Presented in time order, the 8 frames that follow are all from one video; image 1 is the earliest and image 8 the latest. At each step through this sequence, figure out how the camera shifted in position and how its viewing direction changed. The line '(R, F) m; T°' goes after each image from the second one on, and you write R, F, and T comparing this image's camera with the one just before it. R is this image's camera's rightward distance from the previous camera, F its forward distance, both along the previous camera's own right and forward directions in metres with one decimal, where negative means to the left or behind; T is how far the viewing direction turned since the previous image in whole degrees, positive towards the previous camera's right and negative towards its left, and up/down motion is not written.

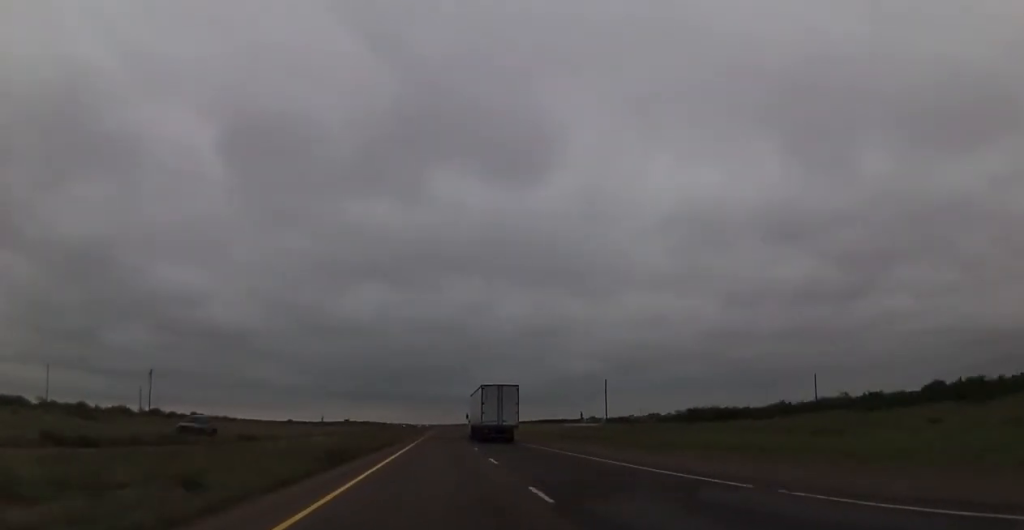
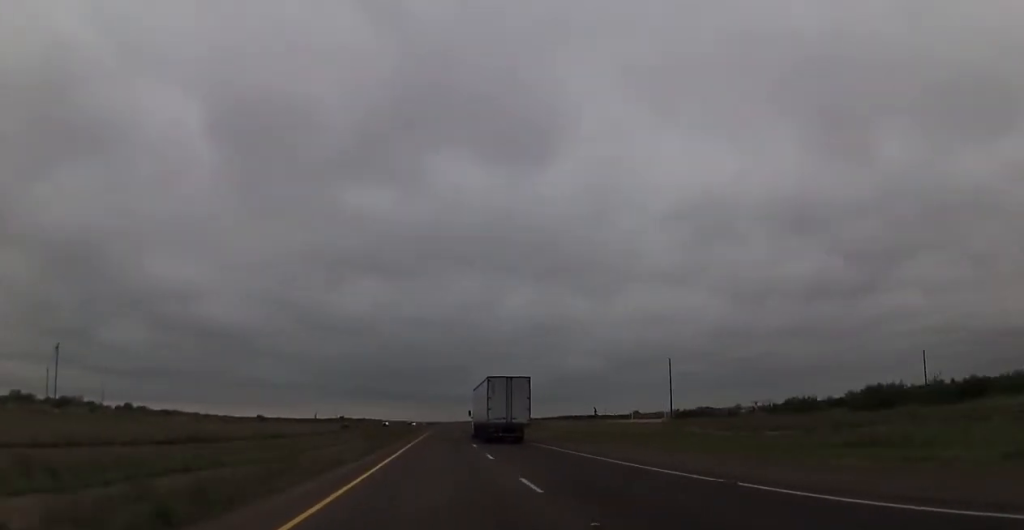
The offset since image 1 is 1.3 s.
(+0.1, +46.0) m; 0°
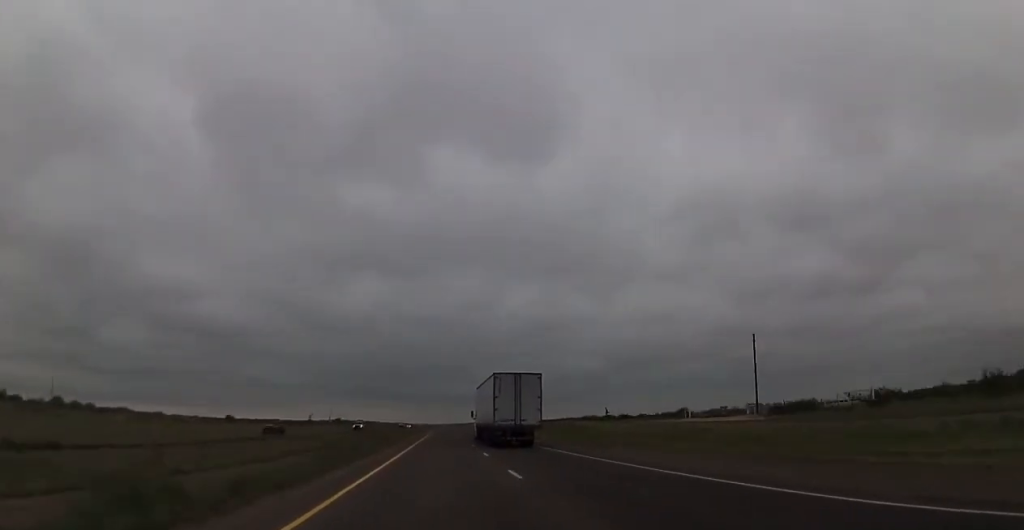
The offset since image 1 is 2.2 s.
(0.0, +32.9) m; 0°
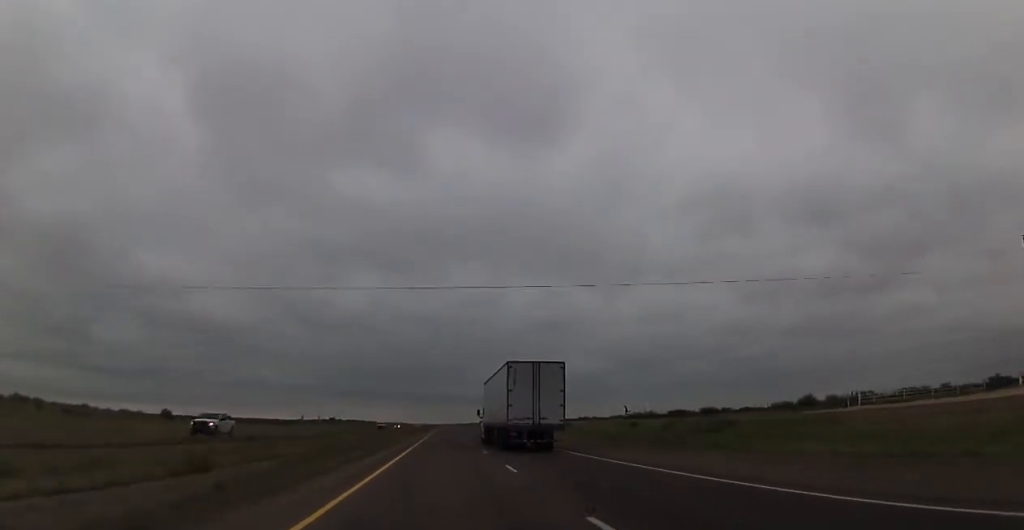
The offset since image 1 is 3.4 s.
(-0.3, +46.1) m; 0°
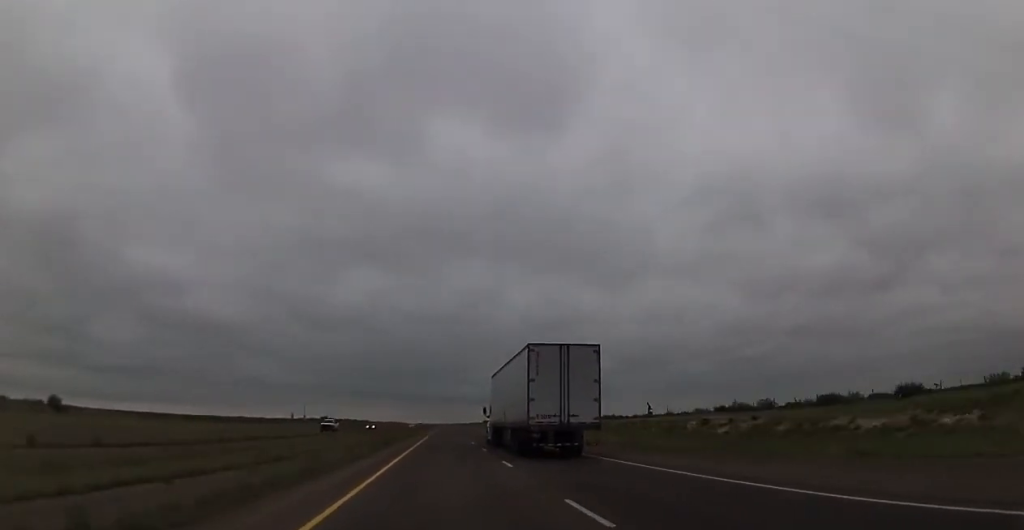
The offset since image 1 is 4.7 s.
(0.0, +46.3) m; 0°
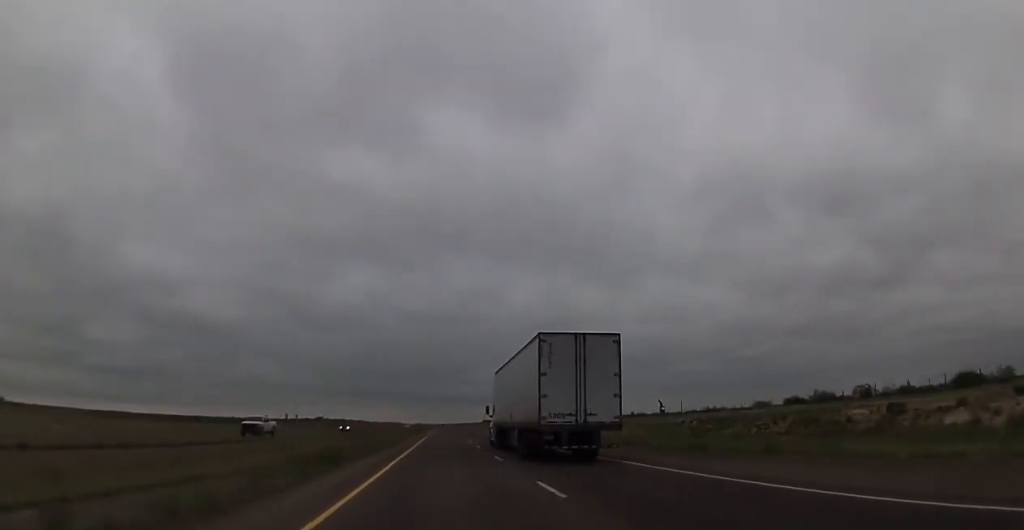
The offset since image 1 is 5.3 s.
(-0.3, +20.7) m; 0°
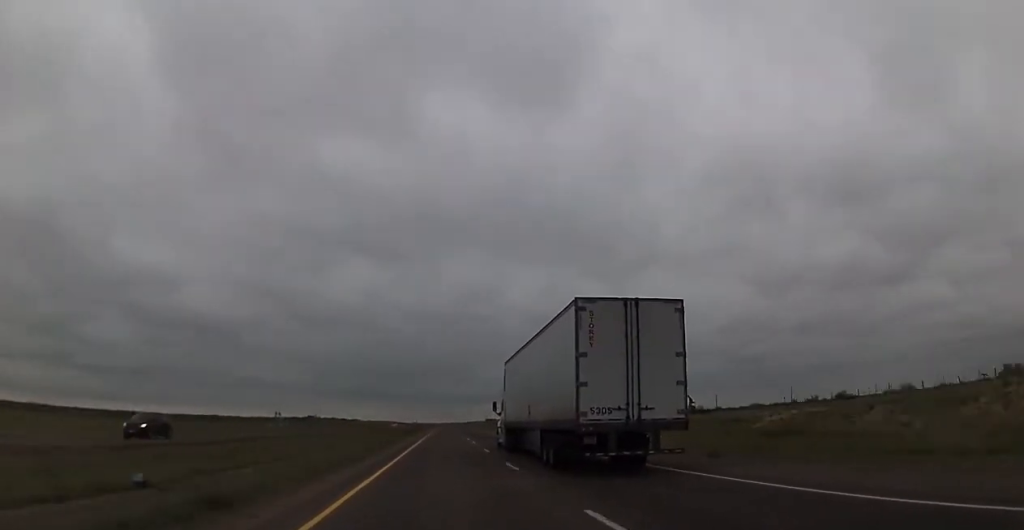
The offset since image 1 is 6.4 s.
(+0.3, +41.4) m; +1°
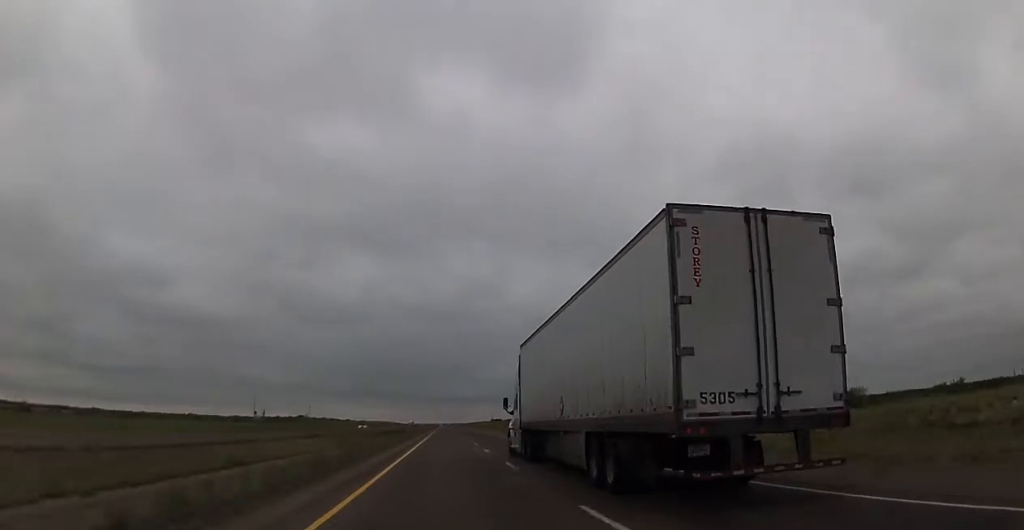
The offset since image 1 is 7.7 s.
(+0.1, +47.5) m; 0°
